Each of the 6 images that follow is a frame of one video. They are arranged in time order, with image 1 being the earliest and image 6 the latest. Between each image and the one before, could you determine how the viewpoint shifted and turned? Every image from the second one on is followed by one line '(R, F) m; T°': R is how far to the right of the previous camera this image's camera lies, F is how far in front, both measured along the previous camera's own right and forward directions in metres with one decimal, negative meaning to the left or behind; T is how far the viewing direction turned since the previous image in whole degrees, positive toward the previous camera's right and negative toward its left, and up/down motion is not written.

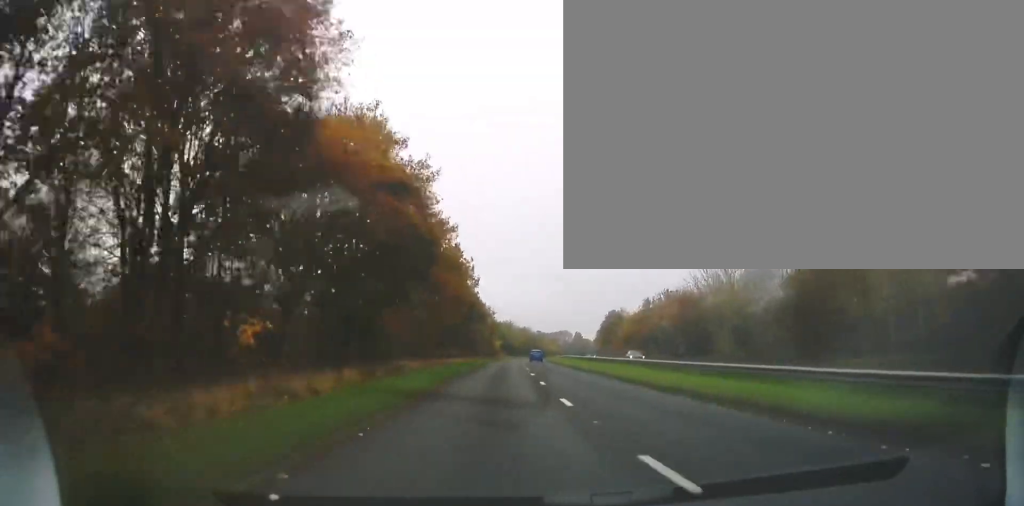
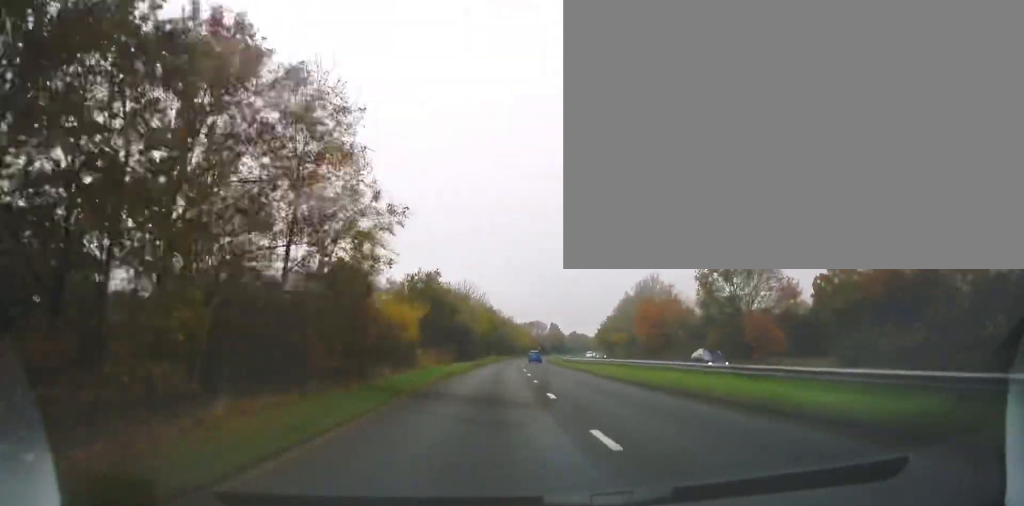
(+2.8, +84.7) m; +4°
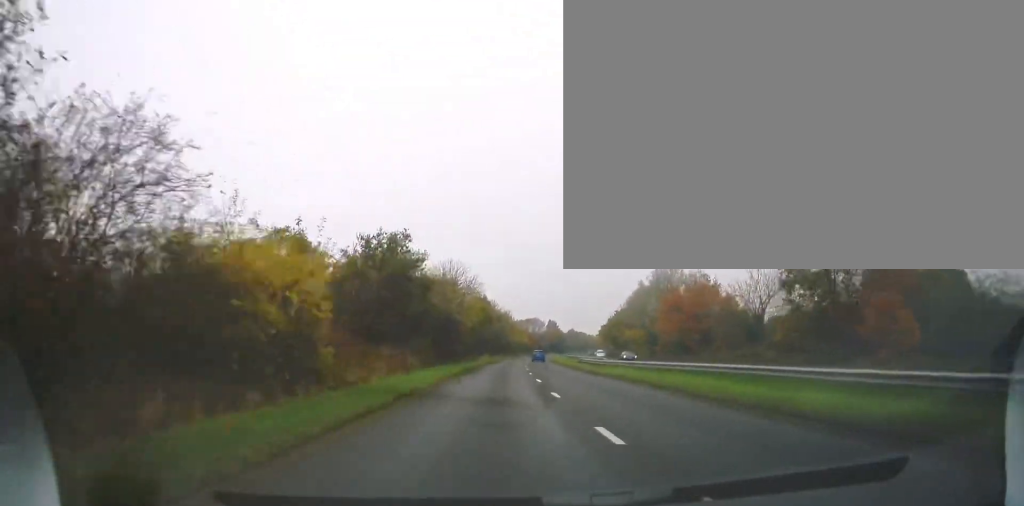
(+0.3, +17.1) m; +1°
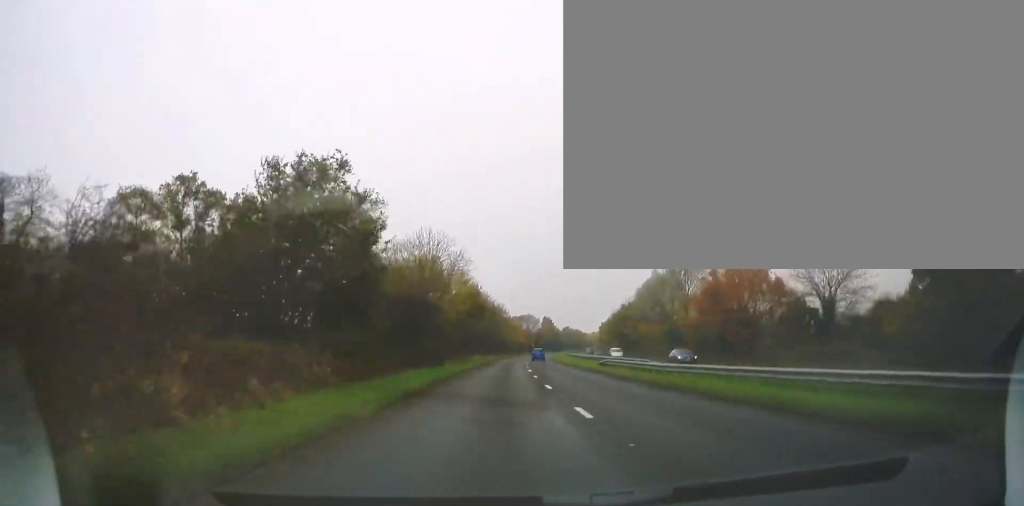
(+0.1, +14.4) m; +1°
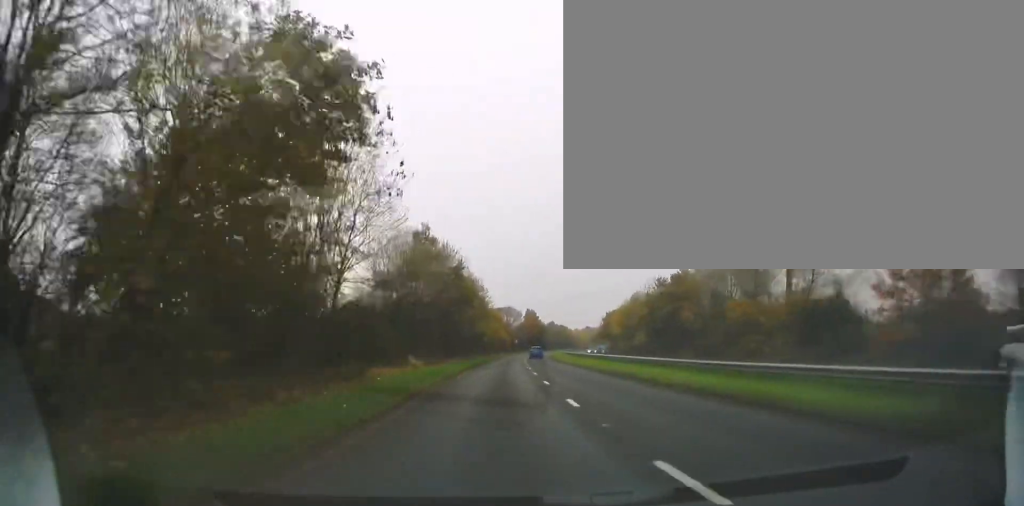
(+0.8, +41.8) m; +2°
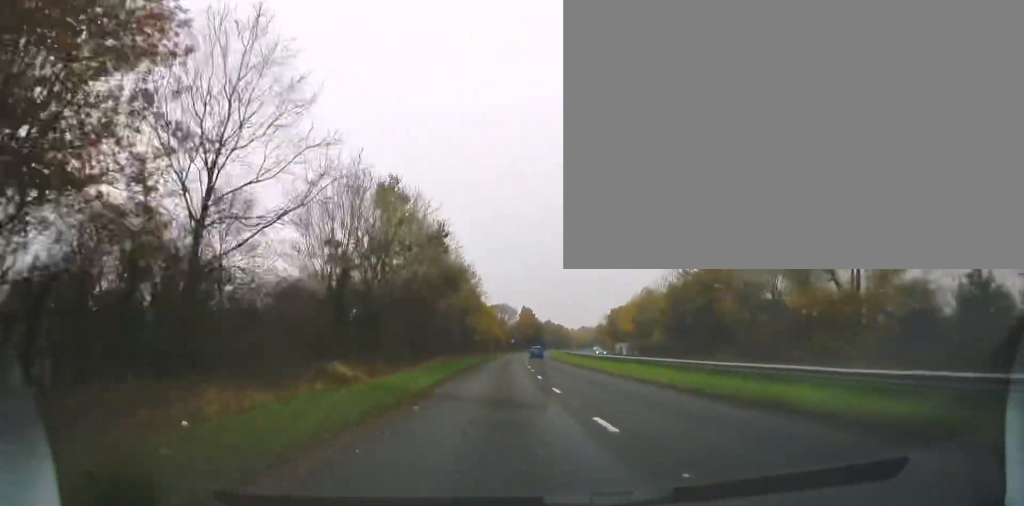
(+0.1, +12.8) m; +1°
